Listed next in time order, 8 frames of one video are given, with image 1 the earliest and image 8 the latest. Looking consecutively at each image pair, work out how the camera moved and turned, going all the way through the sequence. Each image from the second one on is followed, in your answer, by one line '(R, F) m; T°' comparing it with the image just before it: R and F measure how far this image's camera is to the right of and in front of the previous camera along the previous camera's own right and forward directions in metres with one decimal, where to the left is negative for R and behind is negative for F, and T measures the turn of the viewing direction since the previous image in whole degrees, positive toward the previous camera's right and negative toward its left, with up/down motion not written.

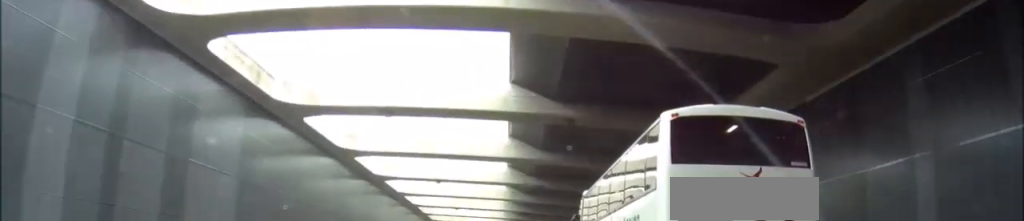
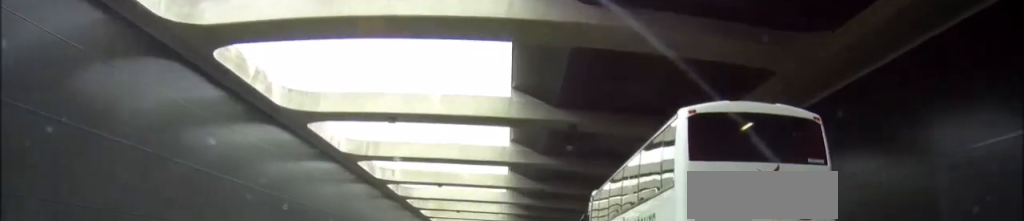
(0.0, +28.9) m; 0°
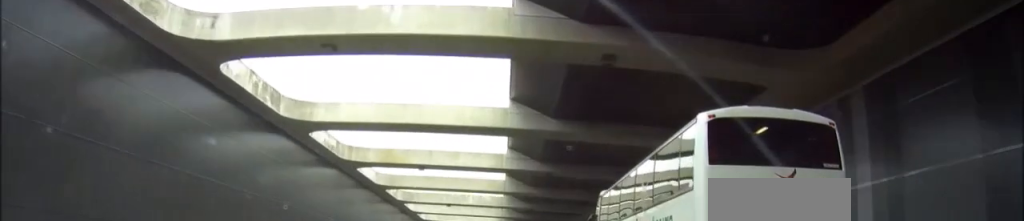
(+0.4, +43.1) m; +1°
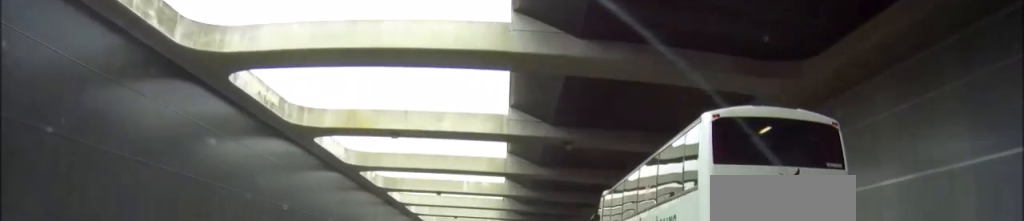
(0.0, +13.5) m; 0°
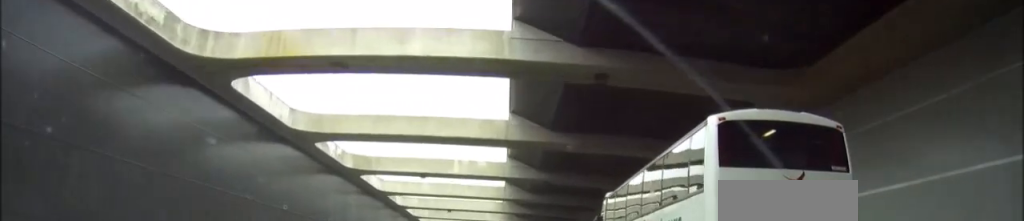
(0.0, +14.6) m; 0°
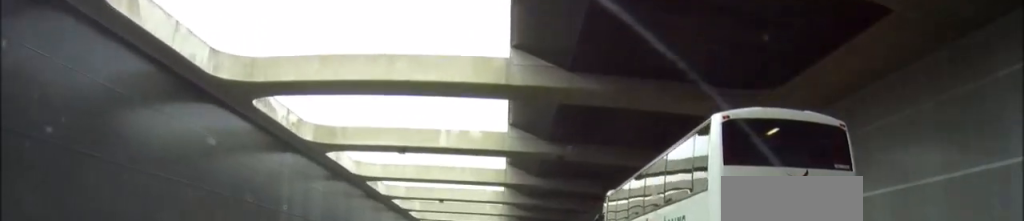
(-0.1, +12.0) m; 0°
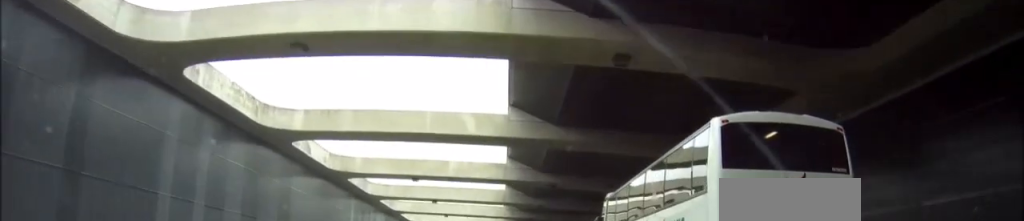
(-0.5, +59.6) m; -1°
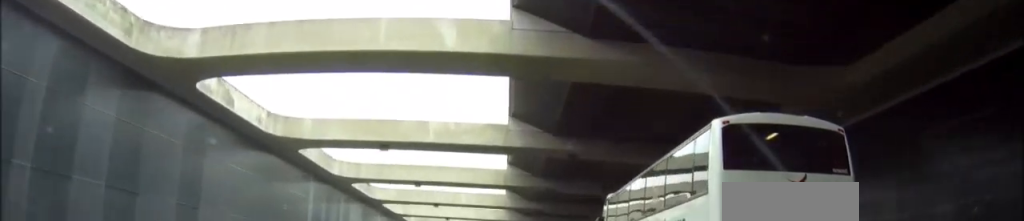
(-0.1, +17.1) m; 0°
